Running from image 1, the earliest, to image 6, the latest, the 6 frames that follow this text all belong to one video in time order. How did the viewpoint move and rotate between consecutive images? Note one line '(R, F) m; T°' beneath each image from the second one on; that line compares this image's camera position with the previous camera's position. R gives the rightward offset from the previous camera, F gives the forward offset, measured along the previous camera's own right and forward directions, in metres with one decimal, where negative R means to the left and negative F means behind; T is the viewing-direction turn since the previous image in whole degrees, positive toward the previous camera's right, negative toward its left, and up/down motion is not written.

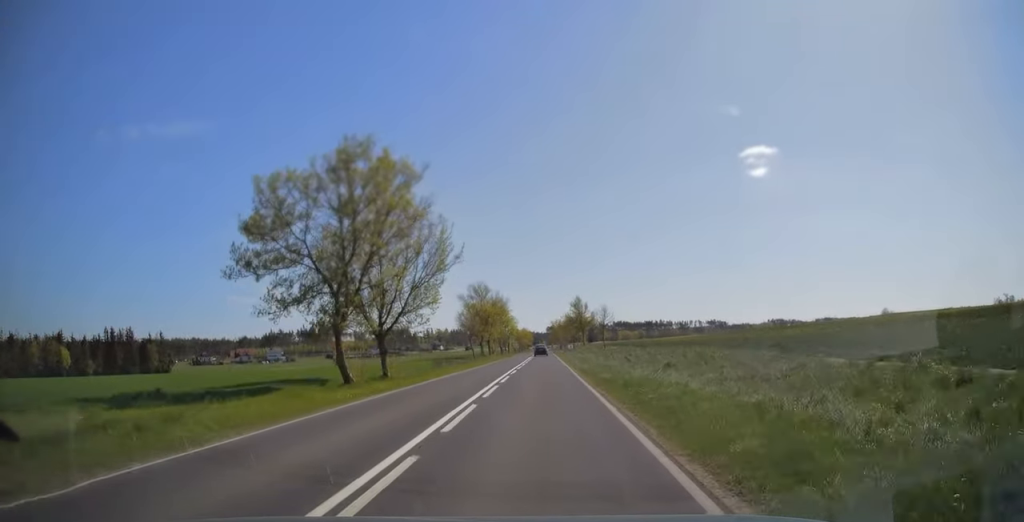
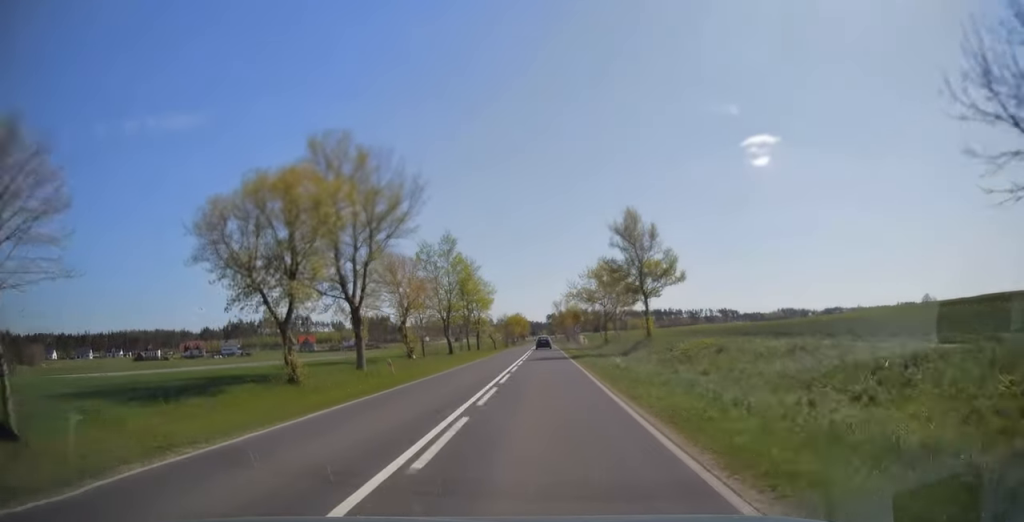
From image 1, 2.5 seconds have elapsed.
(+0.1, +67.5) m; 0°
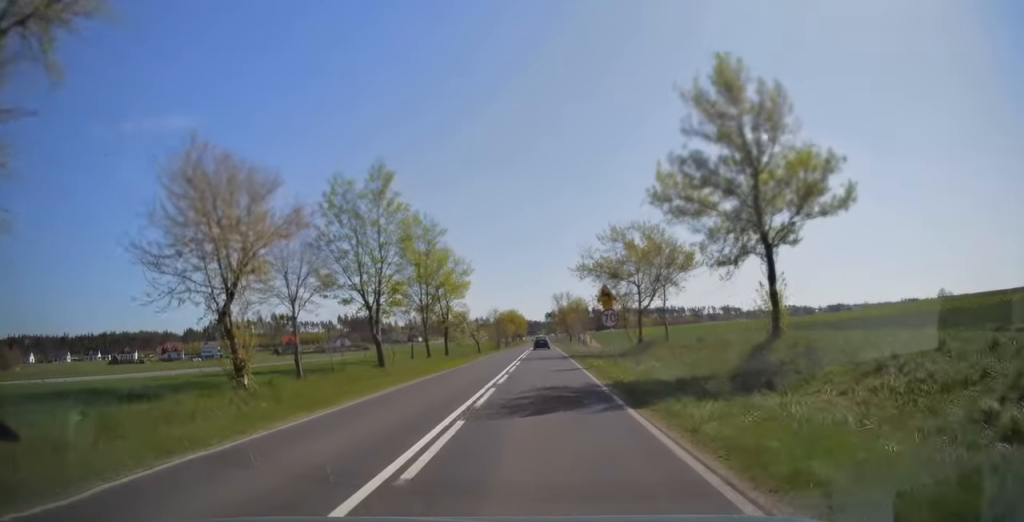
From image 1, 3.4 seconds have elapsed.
(0.0, +24.1) m; 0°
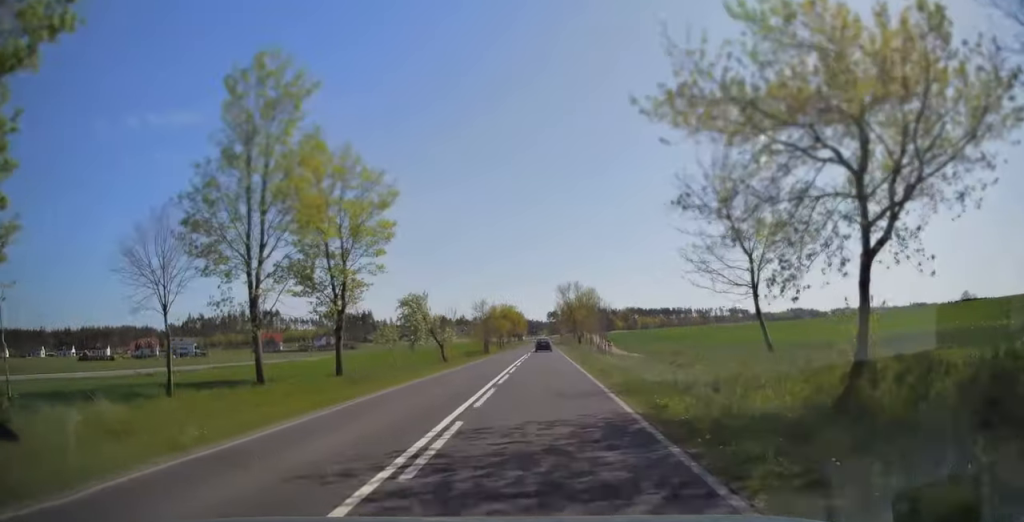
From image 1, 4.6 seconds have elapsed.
(0.0, +29.4) m; 0°
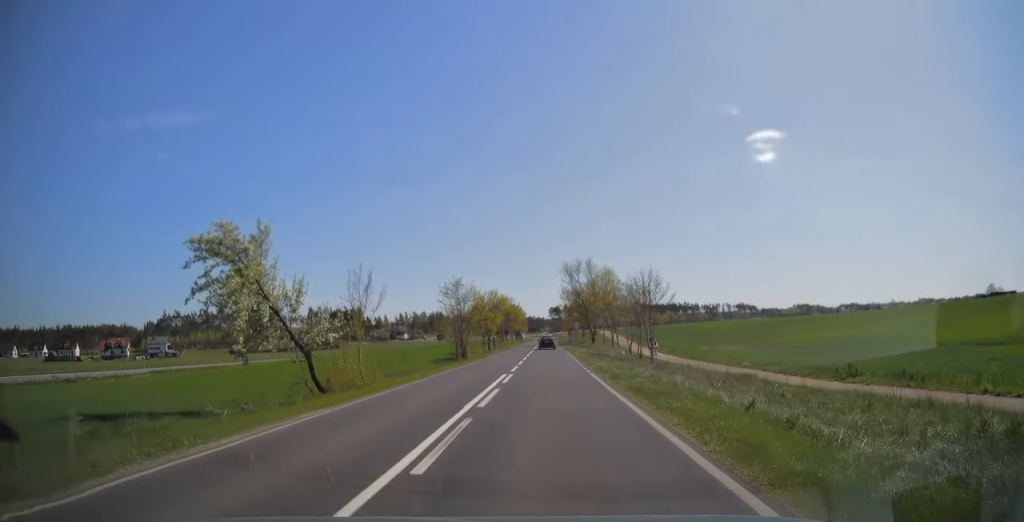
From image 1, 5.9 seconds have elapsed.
(0.0, +28.6) m; 0°
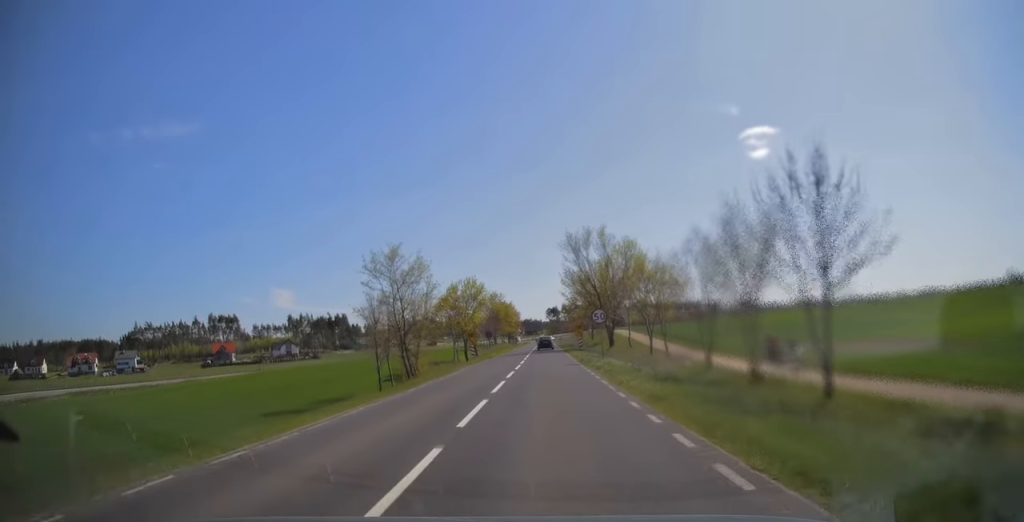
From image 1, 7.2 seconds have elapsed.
(0.0, +25.7) m; 0°
